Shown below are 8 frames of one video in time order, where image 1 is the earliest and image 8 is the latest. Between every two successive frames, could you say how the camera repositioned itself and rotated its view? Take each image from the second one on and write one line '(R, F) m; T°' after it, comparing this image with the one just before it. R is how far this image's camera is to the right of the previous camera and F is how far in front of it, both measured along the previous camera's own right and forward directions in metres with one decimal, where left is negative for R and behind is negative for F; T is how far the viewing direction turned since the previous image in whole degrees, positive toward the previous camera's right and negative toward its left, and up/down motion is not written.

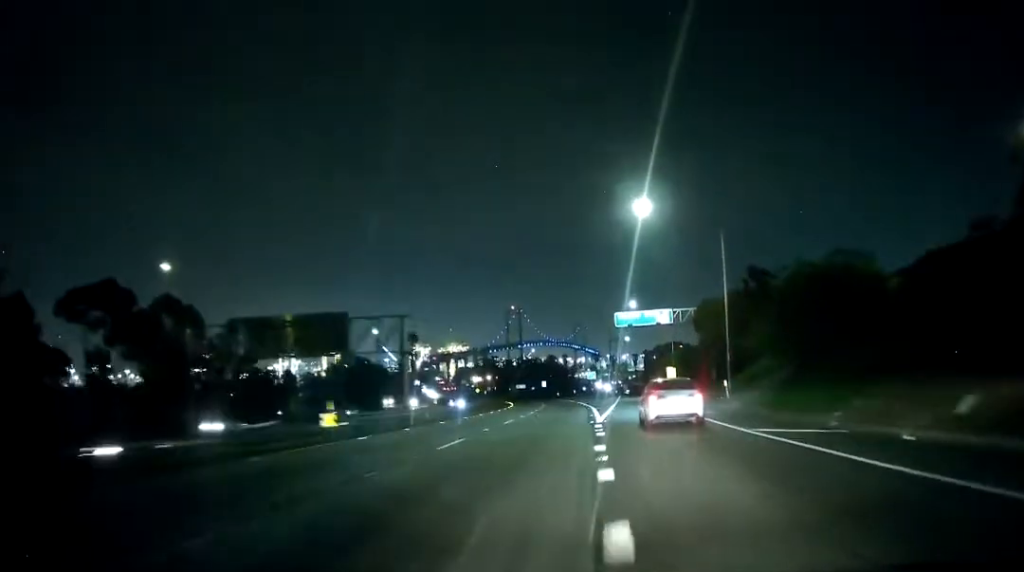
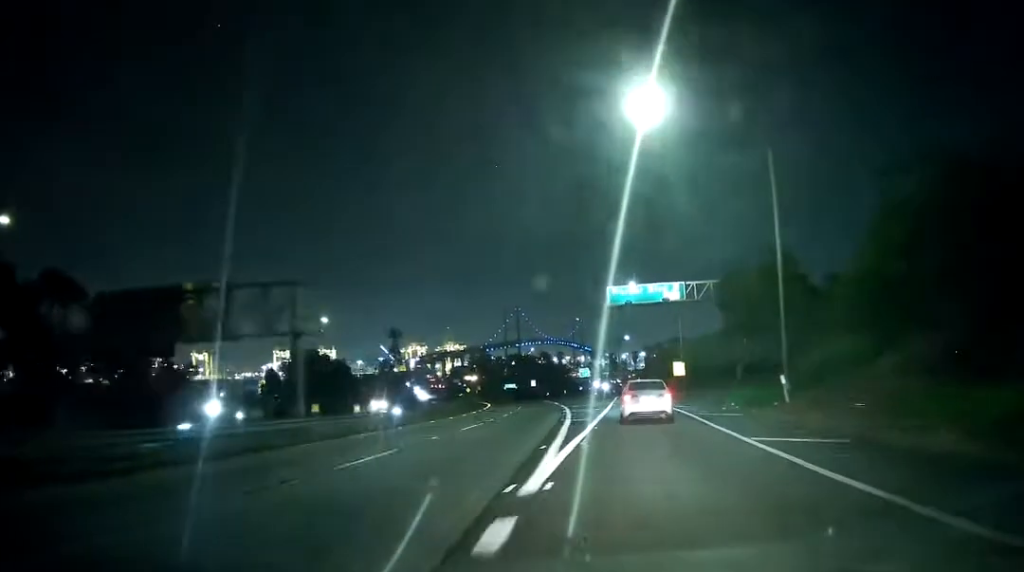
(-0.1, +18.7) m; 0°
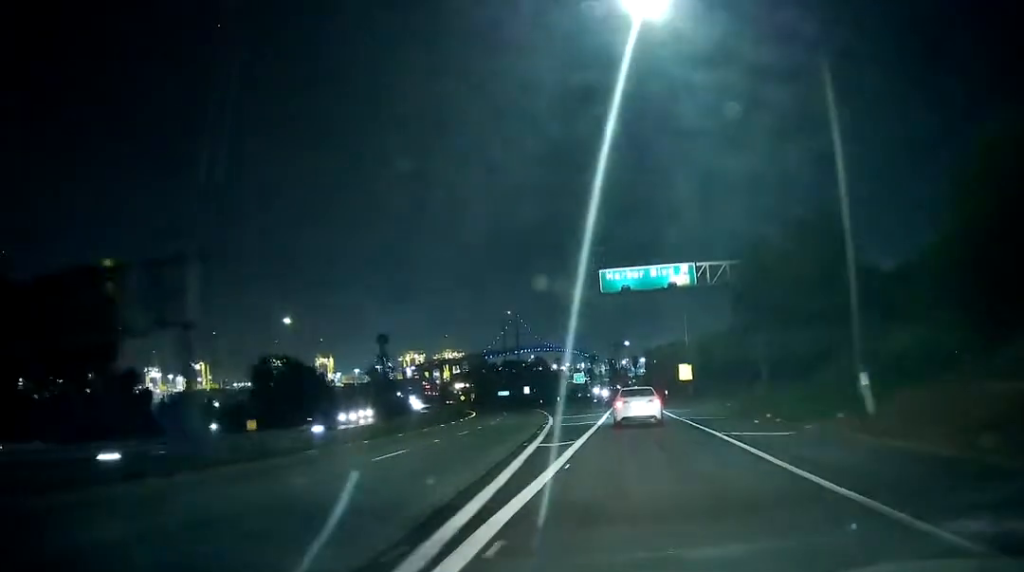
(0.0, +10.3) m; 0°
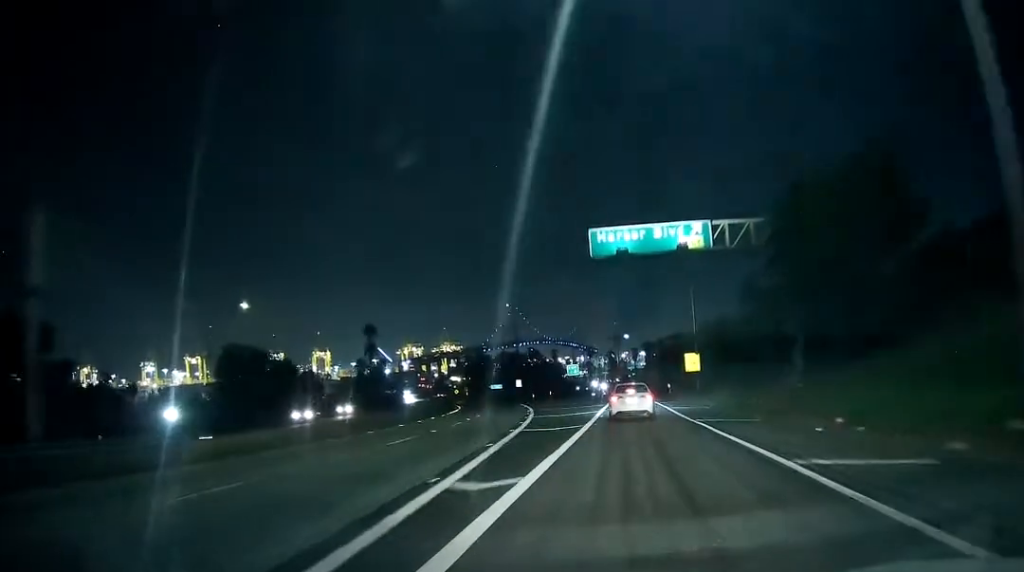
(+0.1, +10.1) m; 0°
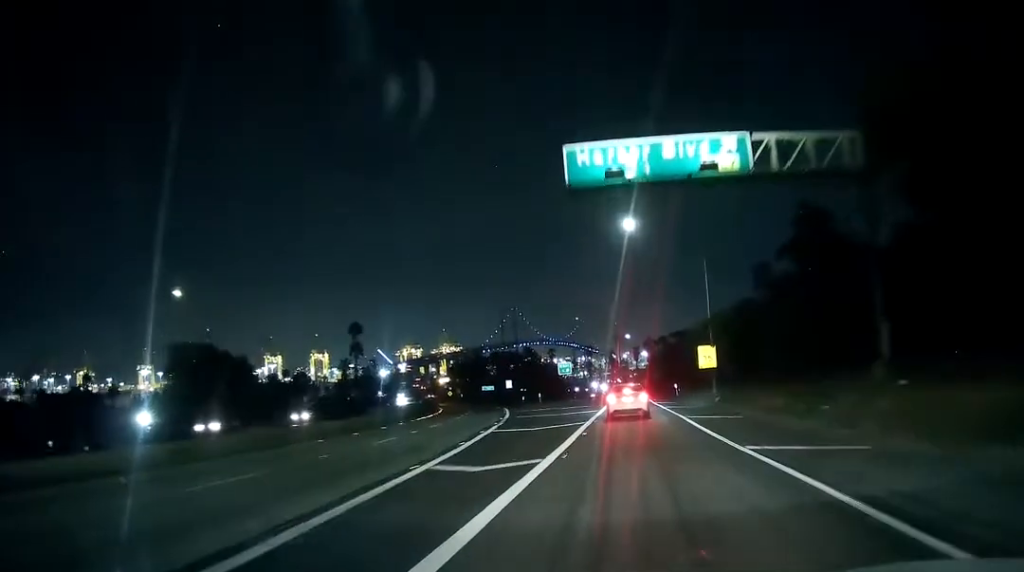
(0.0, +12.0) m; 0°
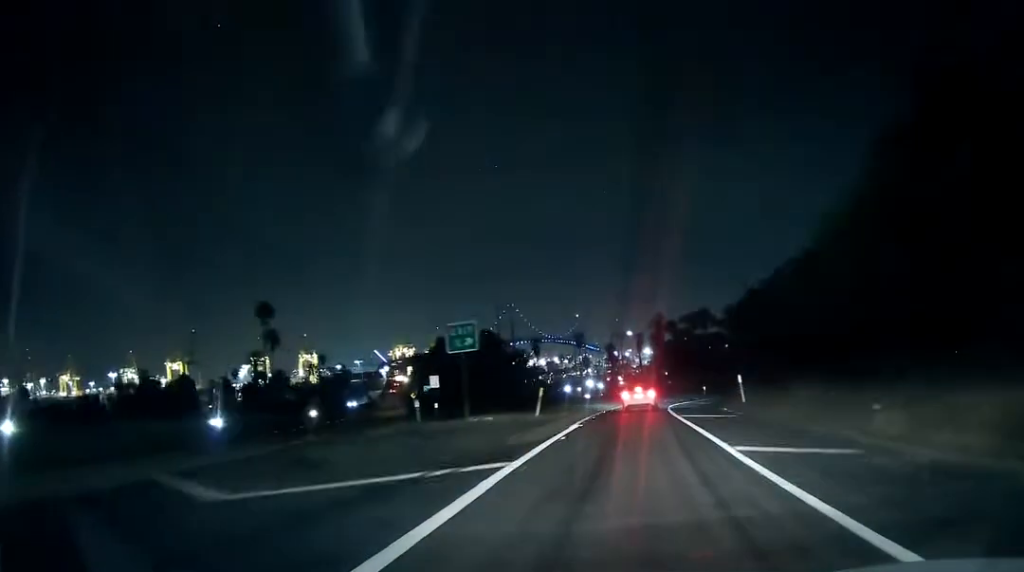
(-0.2, +48.2) m; 0°
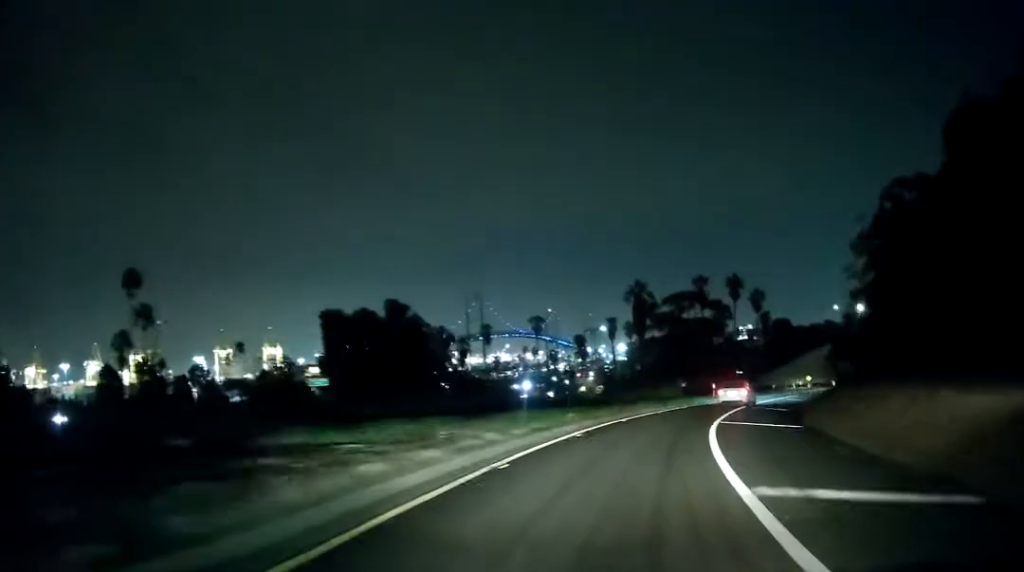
(+0.1, +37.2) m; +2°
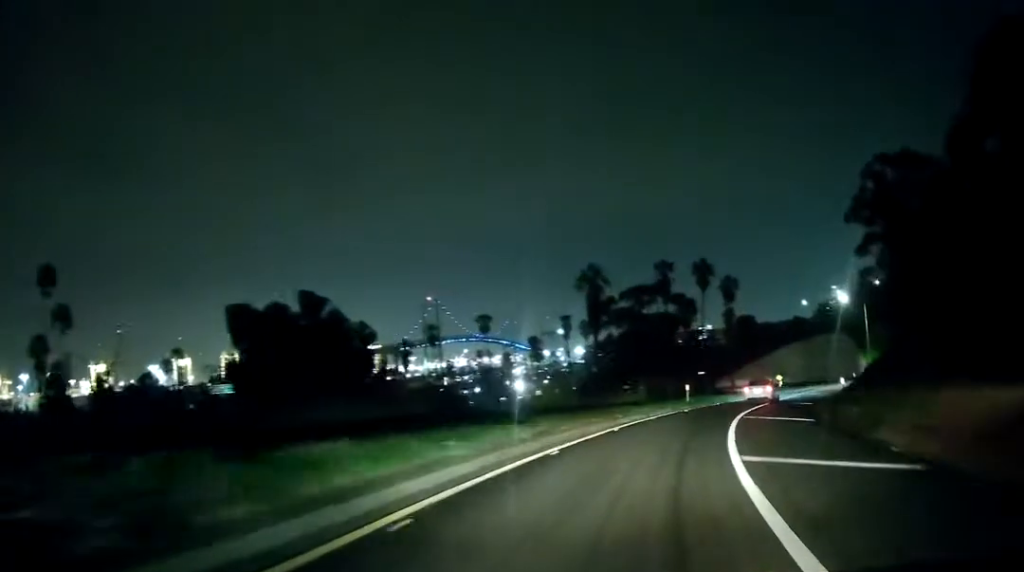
(+0.2, +13.1) m; +3°
